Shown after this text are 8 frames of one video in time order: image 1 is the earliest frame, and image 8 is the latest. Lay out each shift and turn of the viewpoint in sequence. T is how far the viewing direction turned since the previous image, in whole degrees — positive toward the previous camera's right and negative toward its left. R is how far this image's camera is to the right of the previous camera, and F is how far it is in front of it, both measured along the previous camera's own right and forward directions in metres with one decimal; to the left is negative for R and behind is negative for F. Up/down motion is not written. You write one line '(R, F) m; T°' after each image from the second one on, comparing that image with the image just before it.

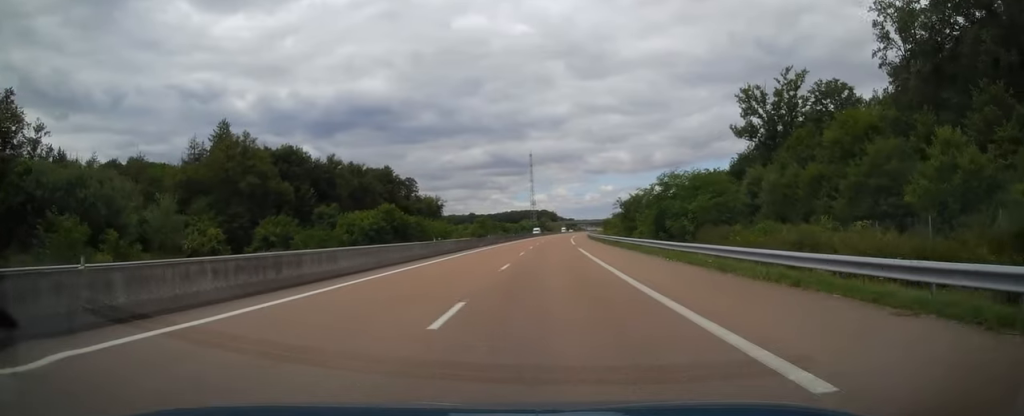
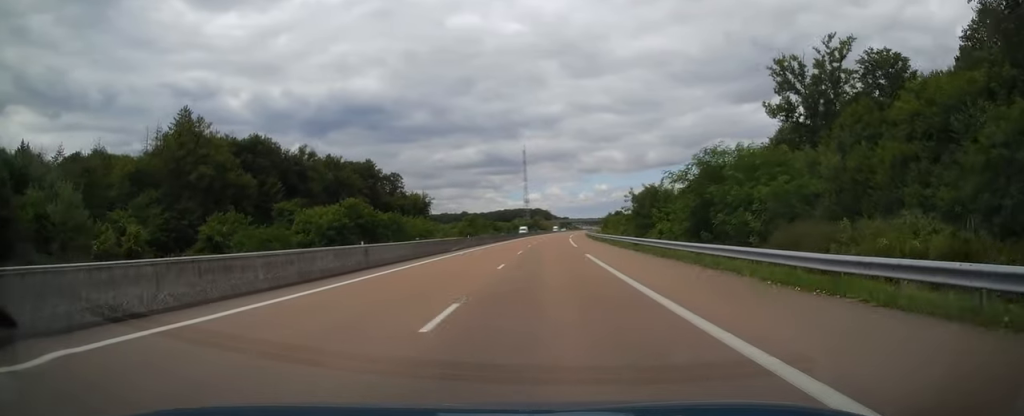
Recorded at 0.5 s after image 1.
(0.0, +13.2) m; +1°
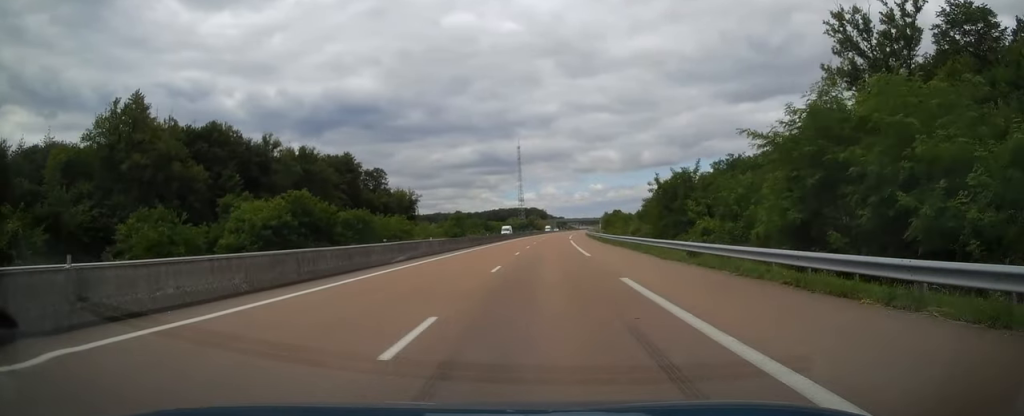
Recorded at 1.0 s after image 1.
(-0.2, +14.6) m; +1°
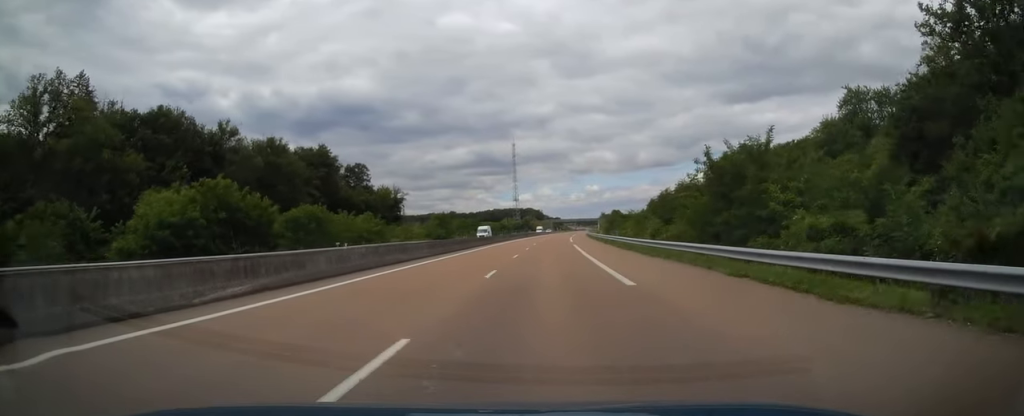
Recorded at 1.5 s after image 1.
(+0.4, +14.6) m; +1°
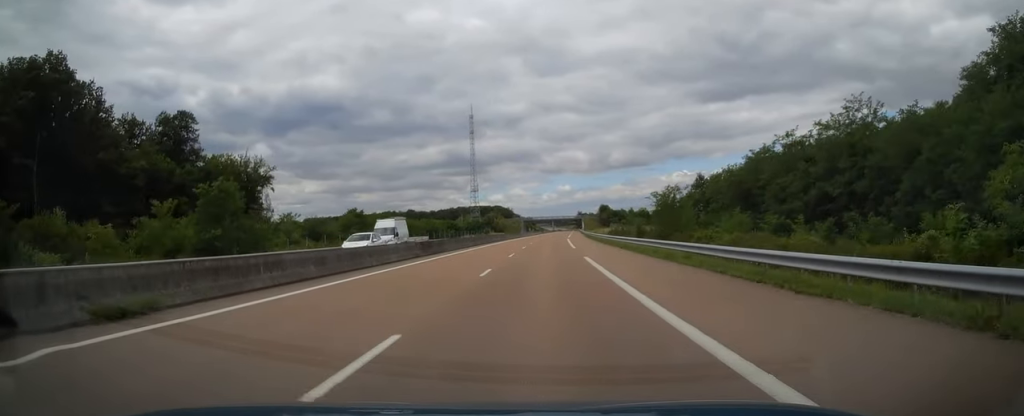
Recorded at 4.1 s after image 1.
(+1.1, +77.1) m; +2°
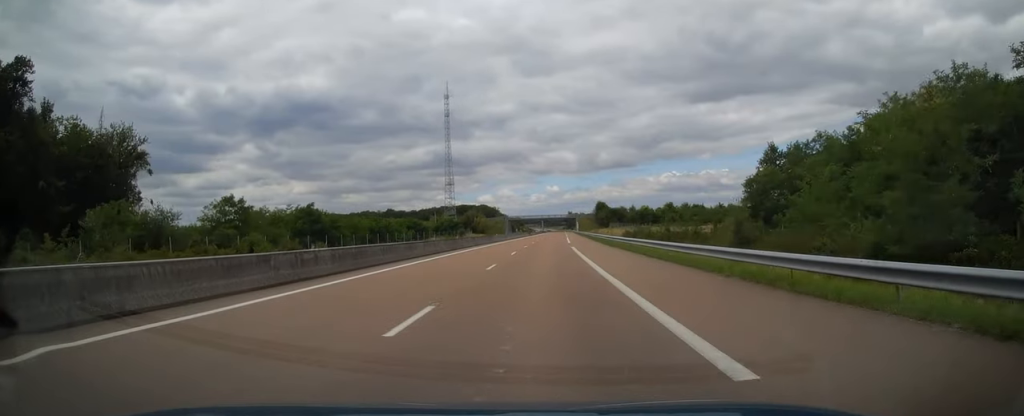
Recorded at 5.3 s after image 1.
(+0.5, +35.7) m; +1°
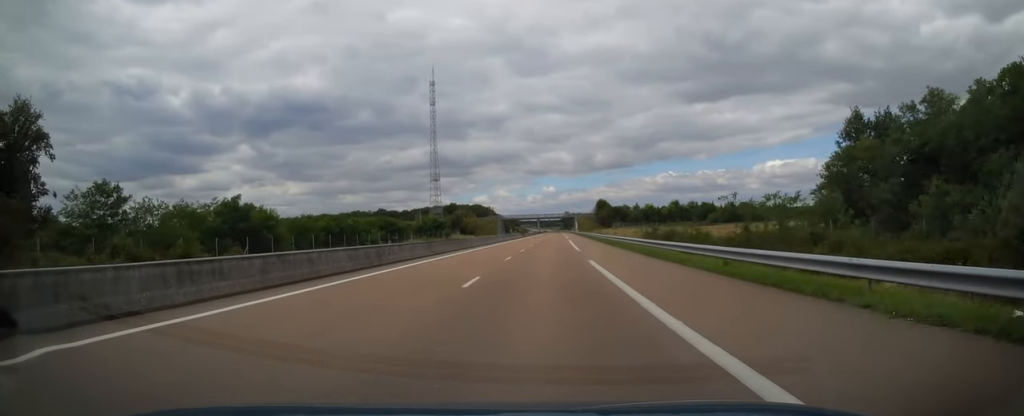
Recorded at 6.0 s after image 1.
(0.0, +19.0) m; 0°
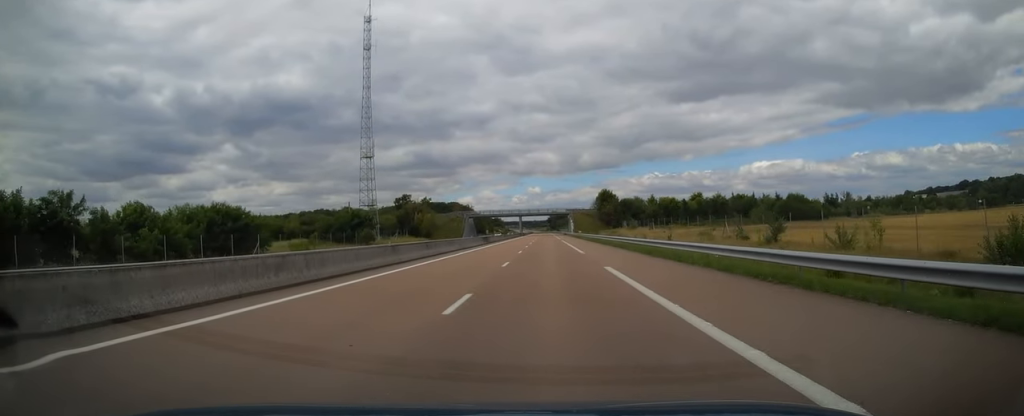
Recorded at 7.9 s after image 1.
(+0.7, +56.1) m; +2°
